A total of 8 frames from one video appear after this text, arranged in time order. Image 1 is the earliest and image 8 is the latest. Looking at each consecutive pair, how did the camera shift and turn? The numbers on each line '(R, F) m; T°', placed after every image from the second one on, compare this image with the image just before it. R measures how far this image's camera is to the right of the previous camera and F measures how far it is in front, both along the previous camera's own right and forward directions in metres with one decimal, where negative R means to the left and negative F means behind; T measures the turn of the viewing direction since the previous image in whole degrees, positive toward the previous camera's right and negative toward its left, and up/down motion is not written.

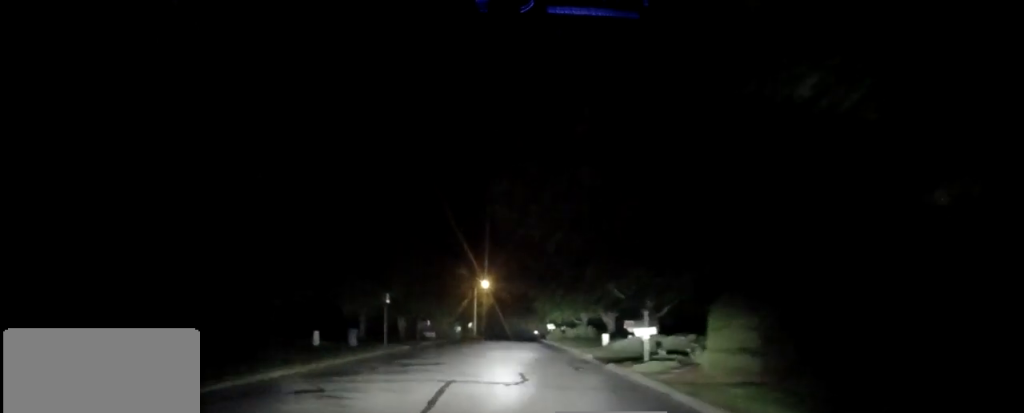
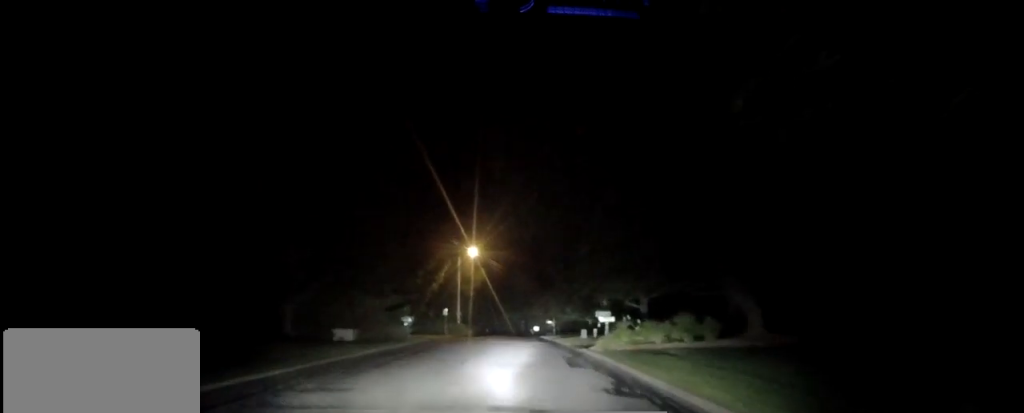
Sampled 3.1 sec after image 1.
(+0.5, +29.6) m; +3°
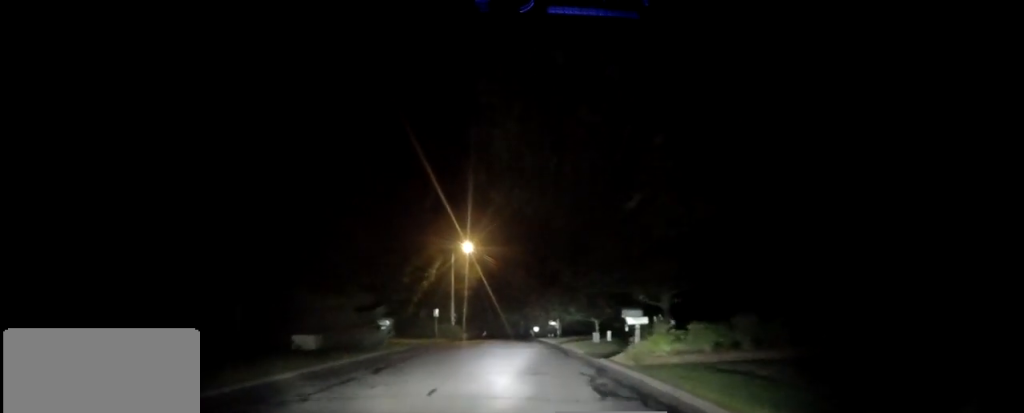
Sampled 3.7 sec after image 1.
(+0.2, +4.8) m; 0°
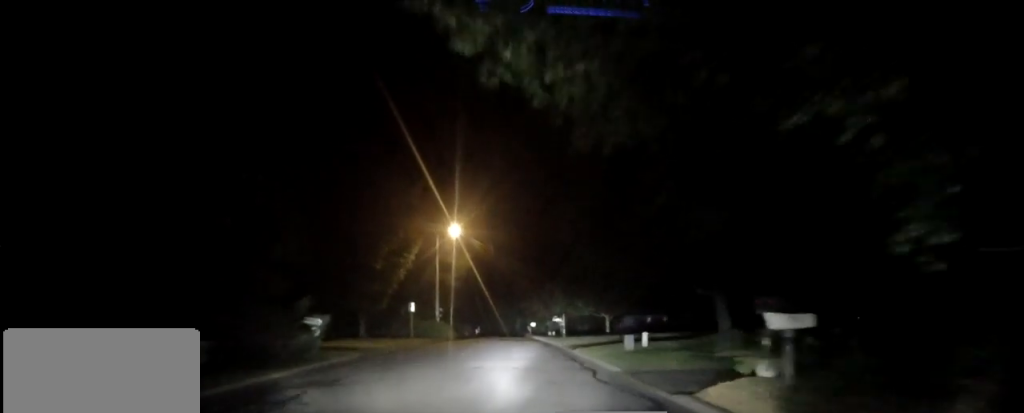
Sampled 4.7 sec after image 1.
(-0.2, +8.0) m; -3°
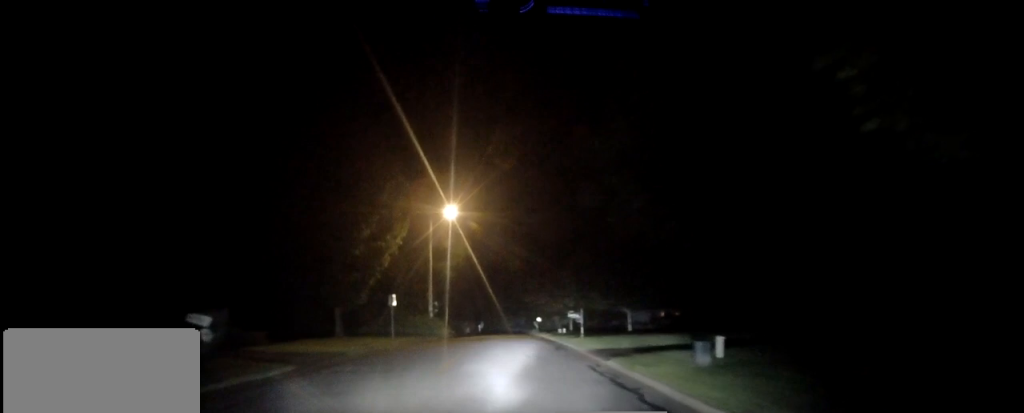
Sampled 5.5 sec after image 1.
(-0.1, +6.0) m; -5°
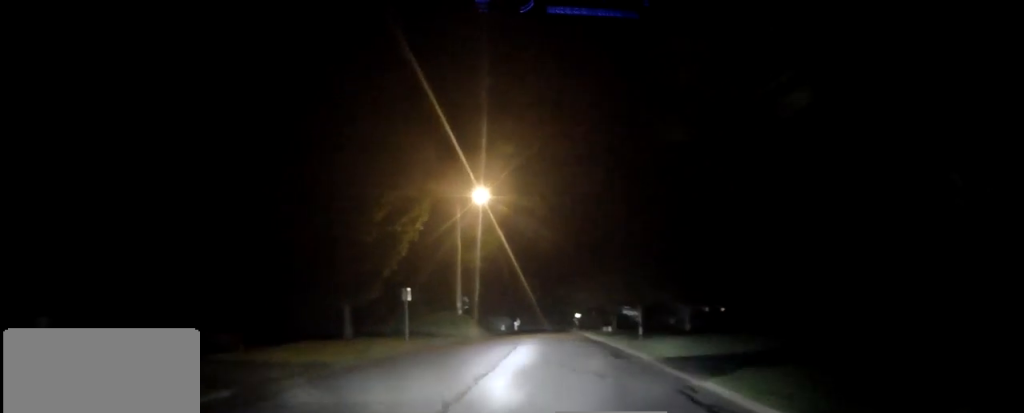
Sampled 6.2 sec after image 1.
(-0.3, +4.3) m; -8°
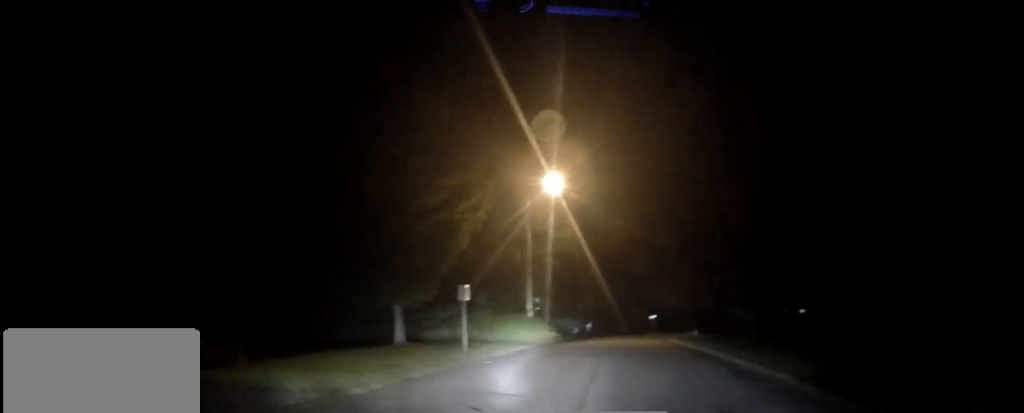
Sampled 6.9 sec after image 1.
(-0.3, +3.9) m; -11°
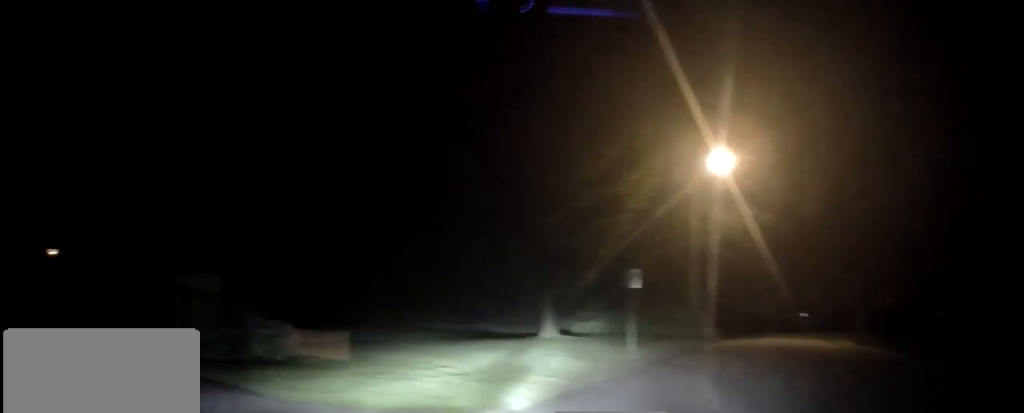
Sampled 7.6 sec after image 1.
(-0.2, +3.2) m; -14°
